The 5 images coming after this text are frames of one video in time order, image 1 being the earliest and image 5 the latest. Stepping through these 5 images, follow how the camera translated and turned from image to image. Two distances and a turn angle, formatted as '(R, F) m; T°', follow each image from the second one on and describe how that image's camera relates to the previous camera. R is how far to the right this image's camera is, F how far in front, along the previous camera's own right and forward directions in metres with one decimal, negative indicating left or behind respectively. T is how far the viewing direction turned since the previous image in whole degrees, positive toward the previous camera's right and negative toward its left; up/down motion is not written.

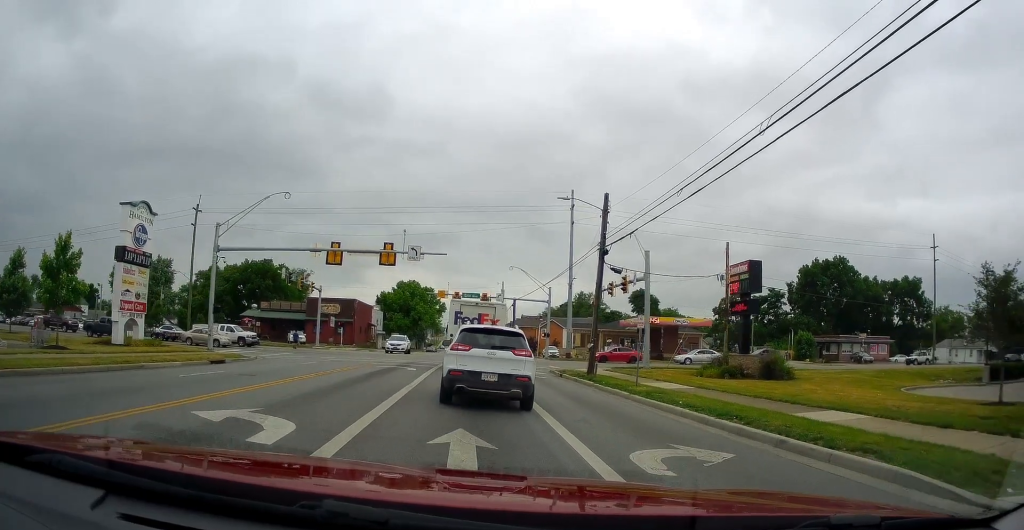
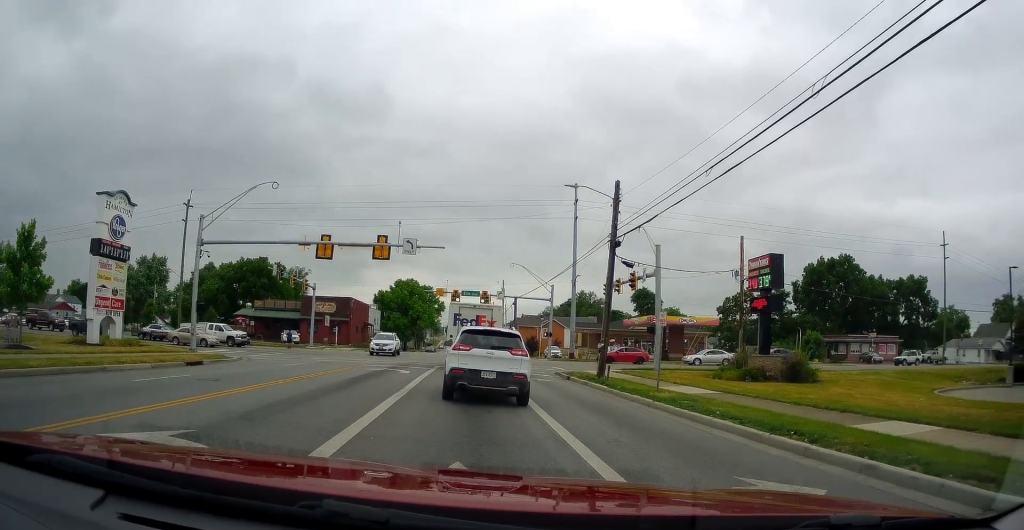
(+0.1, +2.6) m; -1°
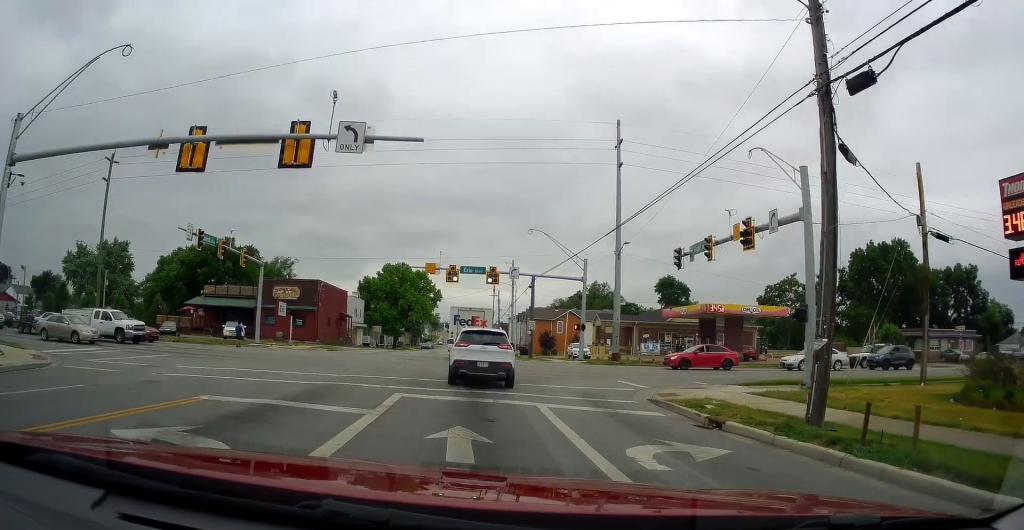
(0.0, +18.7) m; +2°
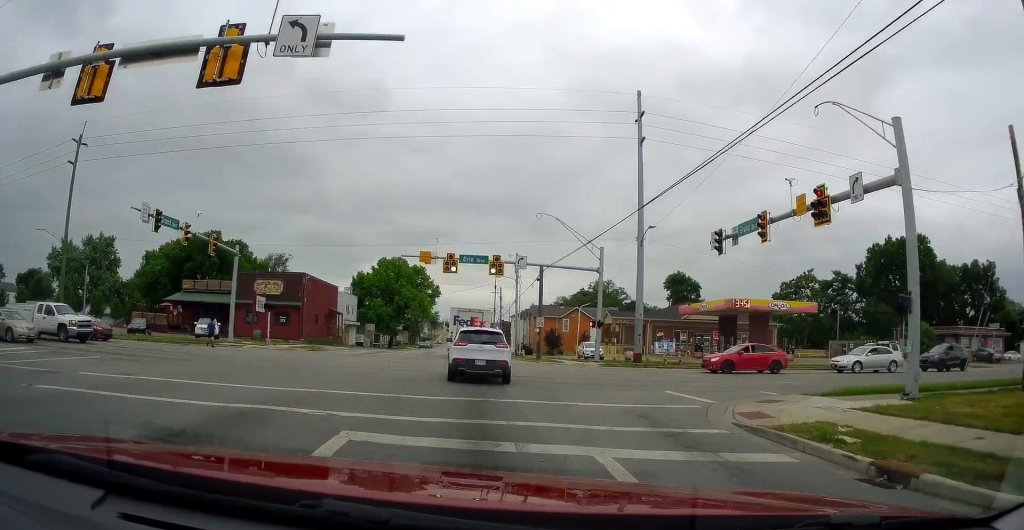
(0.0, +6.1) m; -1°
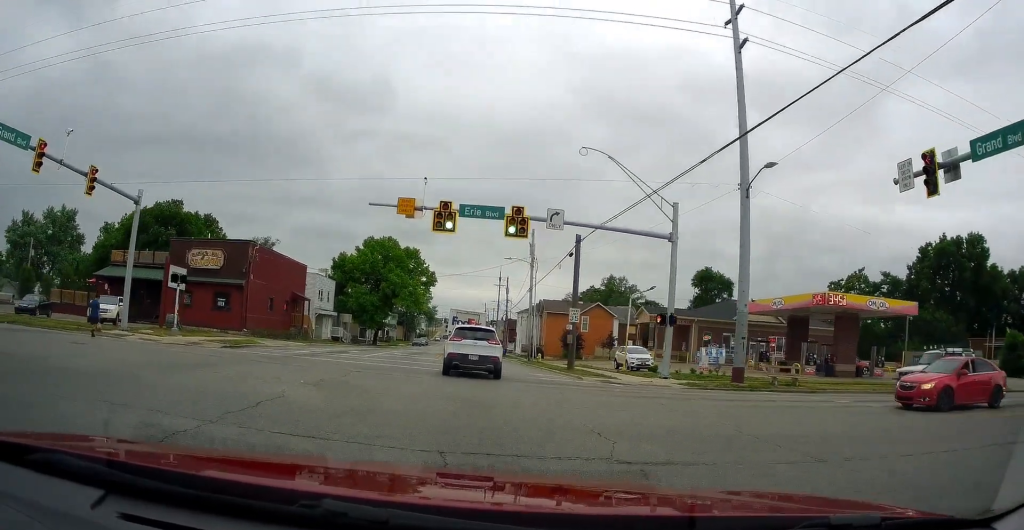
(-0.8, +15.6) m; -3°
